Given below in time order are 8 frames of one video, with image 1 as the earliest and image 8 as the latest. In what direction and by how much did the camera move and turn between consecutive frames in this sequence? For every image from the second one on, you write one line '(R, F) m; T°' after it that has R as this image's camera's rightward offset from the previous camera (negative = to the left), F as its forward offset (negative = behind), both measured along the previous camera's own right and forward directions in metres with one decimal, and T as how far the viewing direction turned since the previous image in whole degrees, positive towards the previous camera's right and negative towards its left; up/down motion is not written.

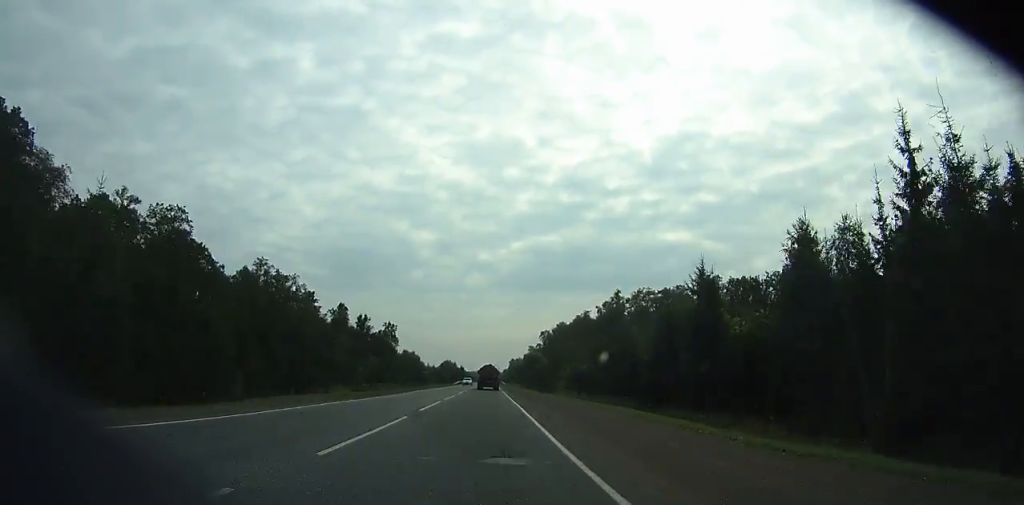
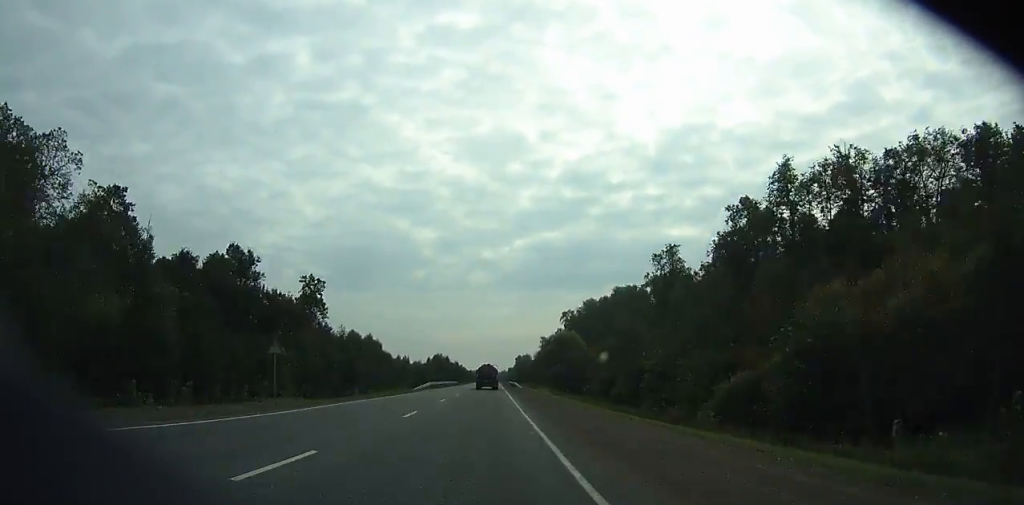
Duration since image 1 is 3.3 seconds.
(+0.2, +75.0) m; 0°
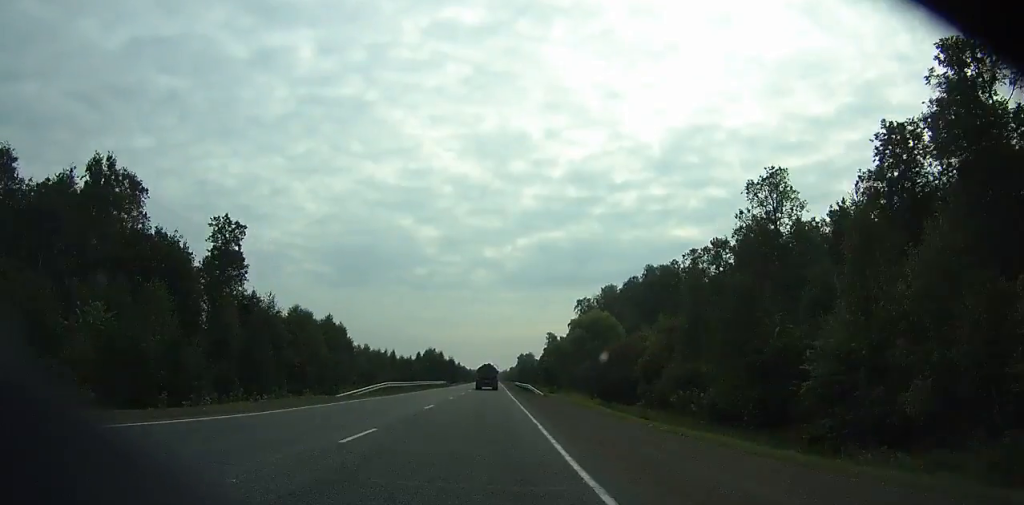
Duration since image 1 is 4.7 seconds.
(-0.1, +32.0) m; 0°
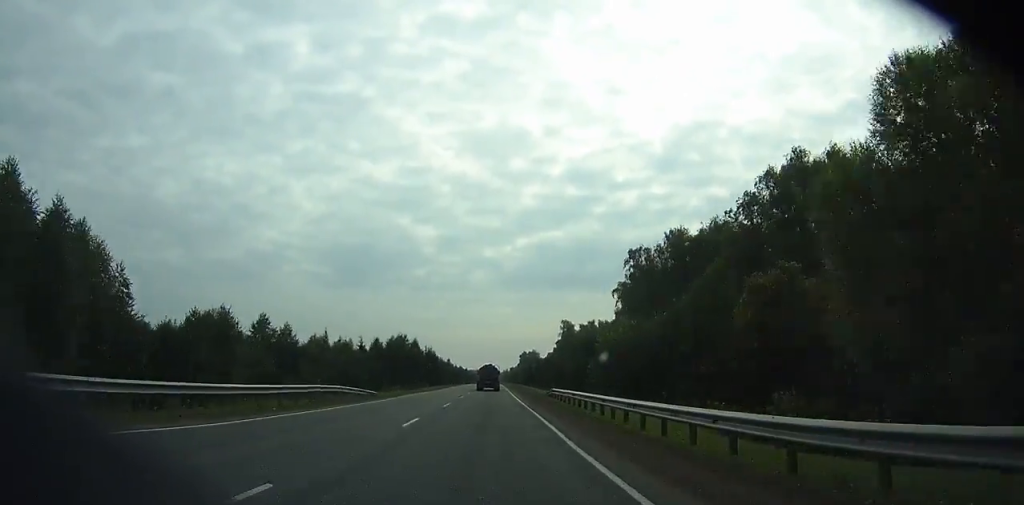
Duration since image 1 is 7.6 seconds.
(-0.2, +66.5) m; 0°
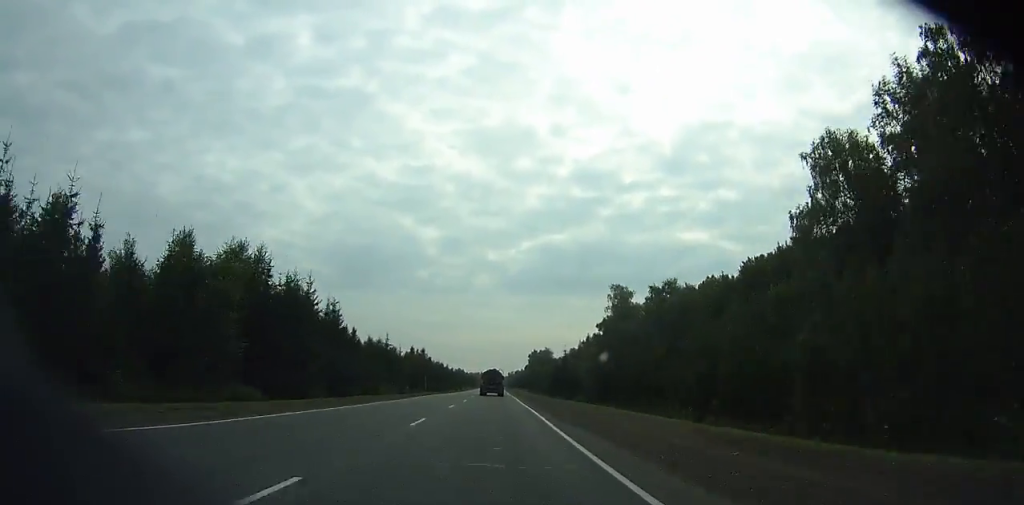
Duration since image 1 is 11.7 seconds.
(0.0, +94.8) m; 0°
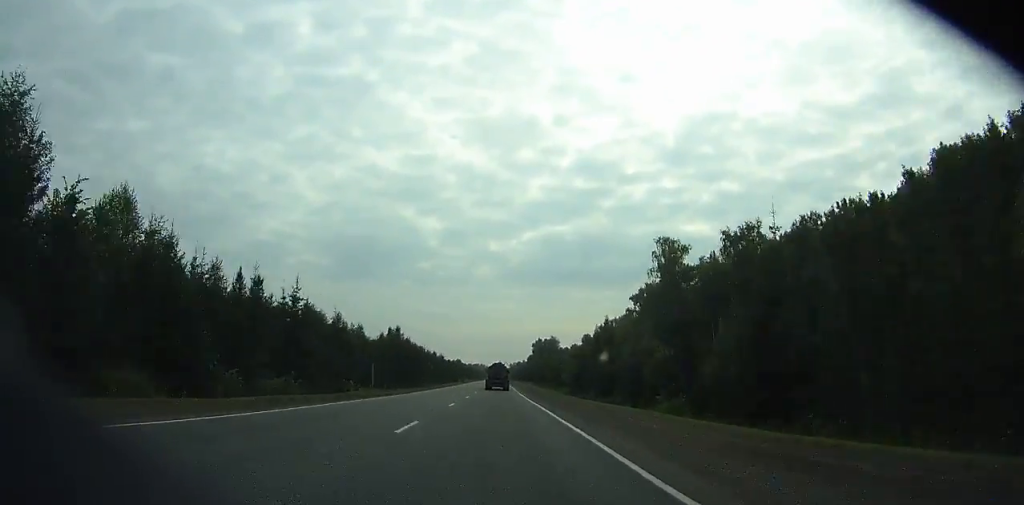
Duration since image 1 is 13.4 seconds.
(-0.1, +39.5) m; 0°
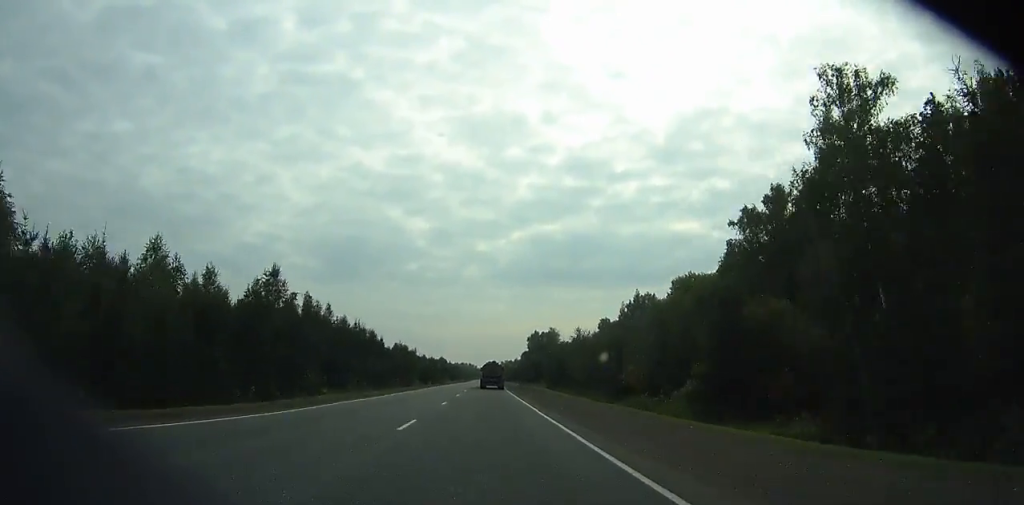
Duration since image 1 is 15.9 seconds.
(-0.1, +58.3) m; 0°
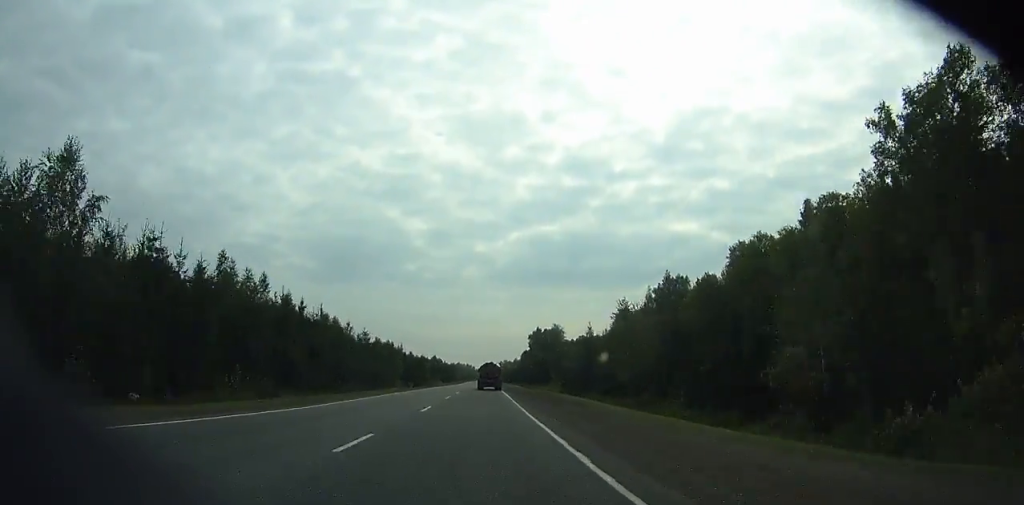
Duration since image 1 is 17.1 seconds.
(+0.2, +28.1) m; 0°
